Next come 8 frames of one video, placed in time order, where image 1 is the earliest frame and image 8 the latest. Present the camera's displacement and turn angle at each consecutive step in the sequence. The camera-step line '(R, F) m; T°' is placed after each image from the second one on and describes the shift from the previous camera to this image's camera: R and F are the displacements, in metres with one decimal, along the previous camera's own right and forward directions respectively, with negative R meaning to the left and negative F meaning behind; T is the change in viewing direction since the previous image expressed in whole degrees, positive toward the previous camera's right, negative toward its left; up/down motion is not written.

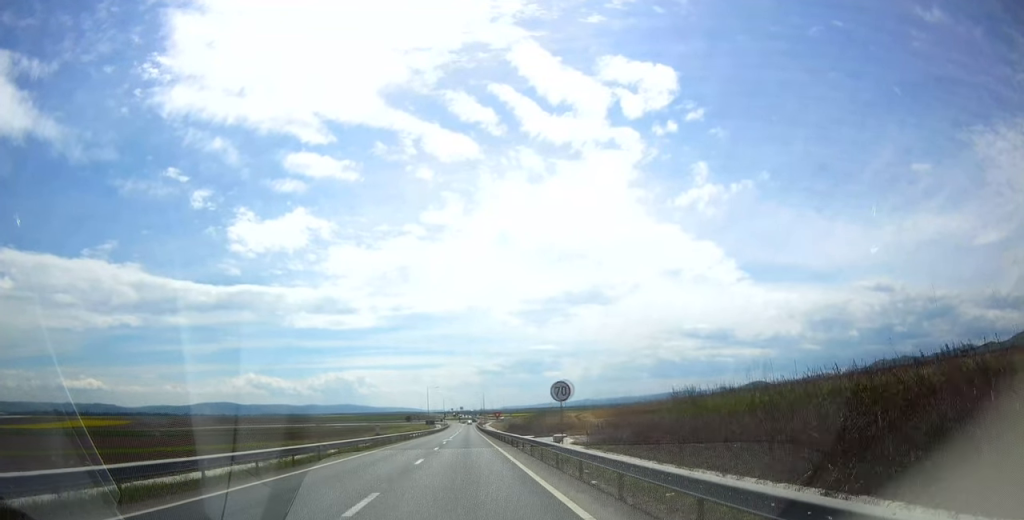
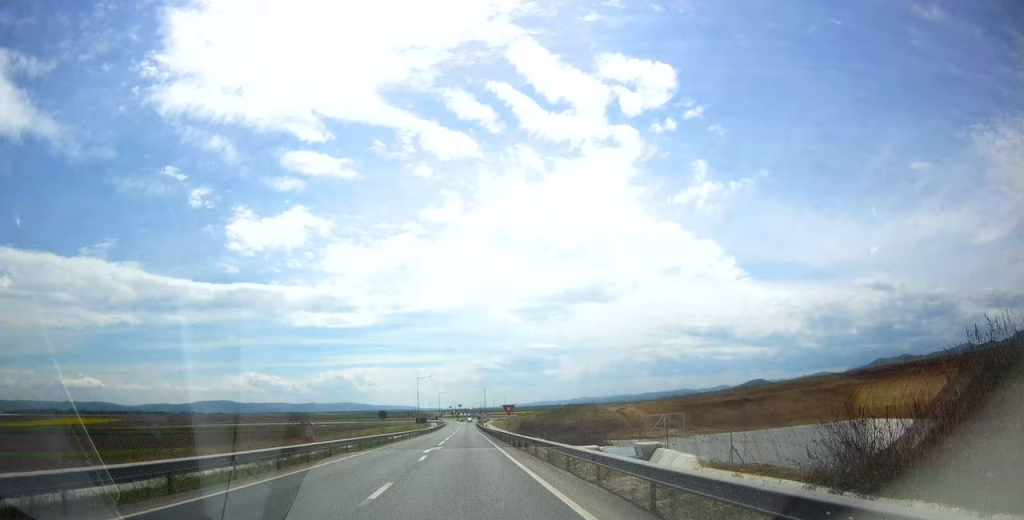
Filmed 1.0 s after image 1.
(+0.1, +22.1) m; 0°
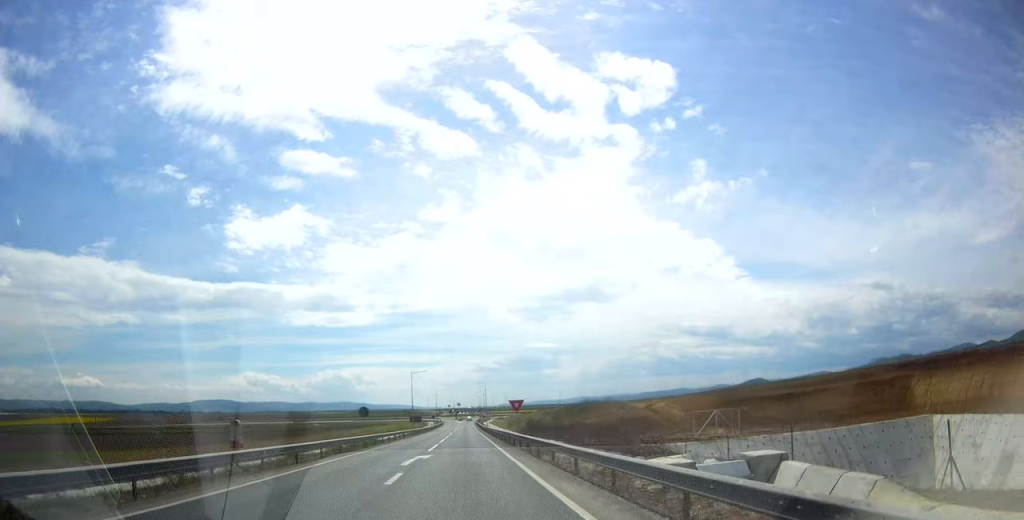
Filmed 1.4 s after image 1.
(0.0, +9.2) m; 0°
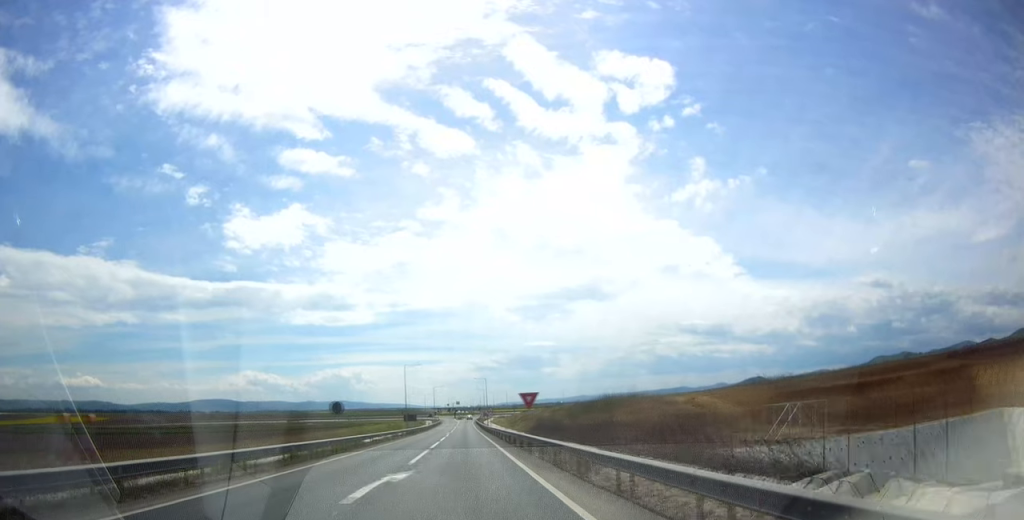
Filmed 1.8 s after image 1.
(-0.1, +9.1) m; 0°
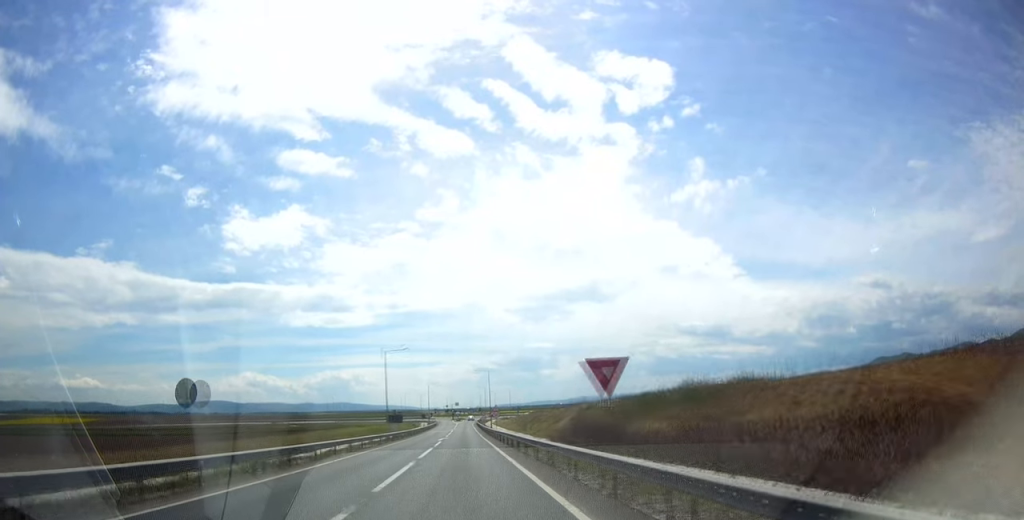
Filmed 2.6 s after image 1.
(-0.1, +19.0) m; -1°
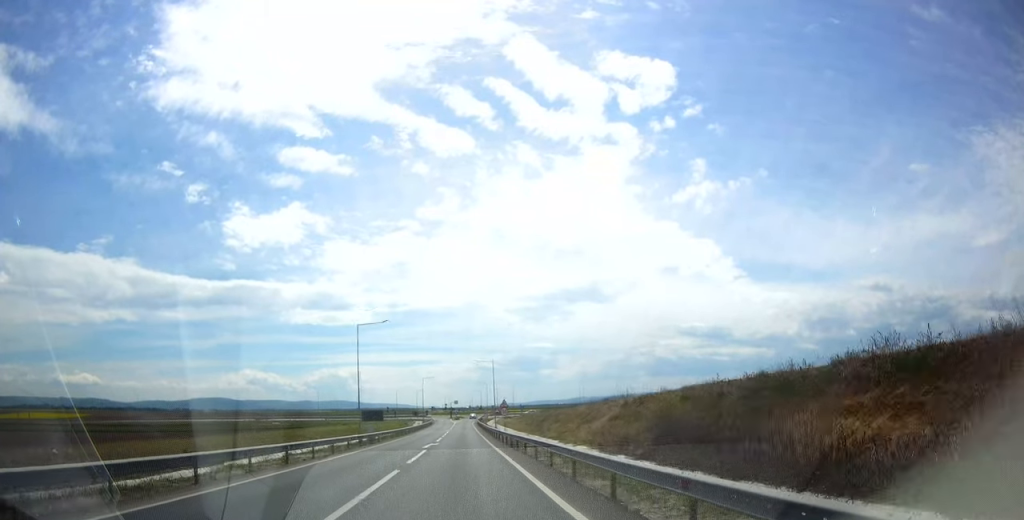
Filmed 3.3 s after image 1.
(0.0, +16.2) m; 0°
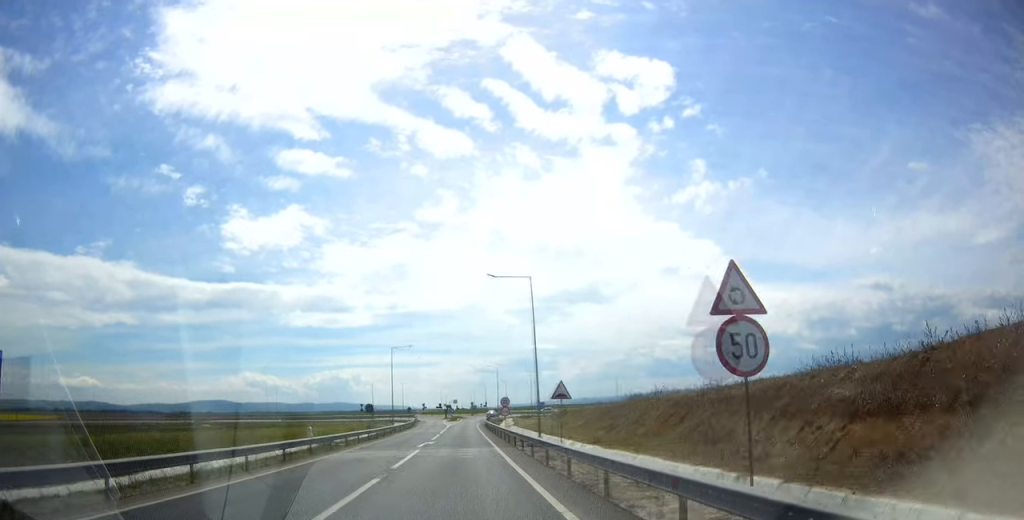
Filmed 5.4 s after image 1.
(+0.4, +47.5) m; +2°
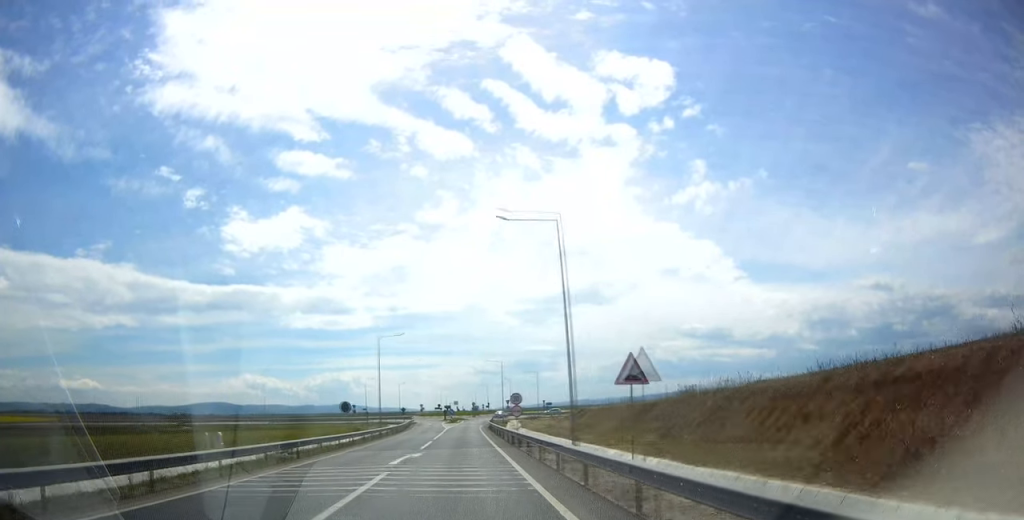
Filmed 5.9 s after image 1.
(+0.1, +10.8) m; 0°
